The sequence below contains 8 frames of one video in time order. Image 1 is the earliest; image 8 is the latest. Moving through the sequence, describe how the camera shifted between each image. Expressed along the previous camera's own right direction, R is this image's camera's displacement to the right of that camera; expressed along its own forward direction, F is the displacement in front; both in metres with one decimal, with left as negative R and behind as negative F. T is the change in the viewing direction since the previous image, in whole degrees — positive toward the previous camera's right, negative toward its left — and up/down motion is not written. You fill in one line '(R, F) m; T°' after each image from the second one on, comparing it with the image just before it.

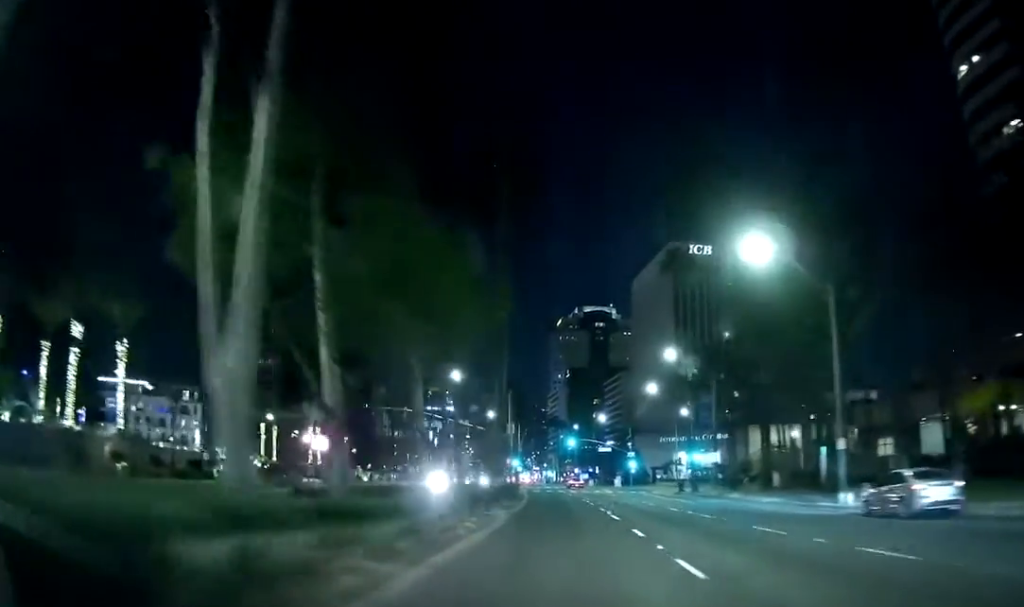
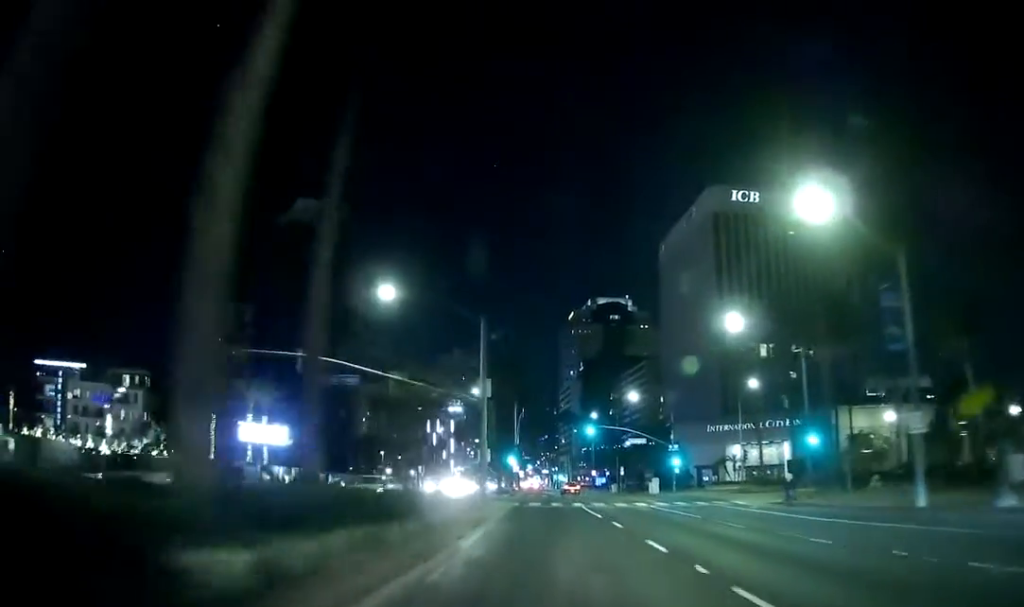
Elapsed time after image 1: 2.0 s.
(-2.1, +34.0) m; -6°
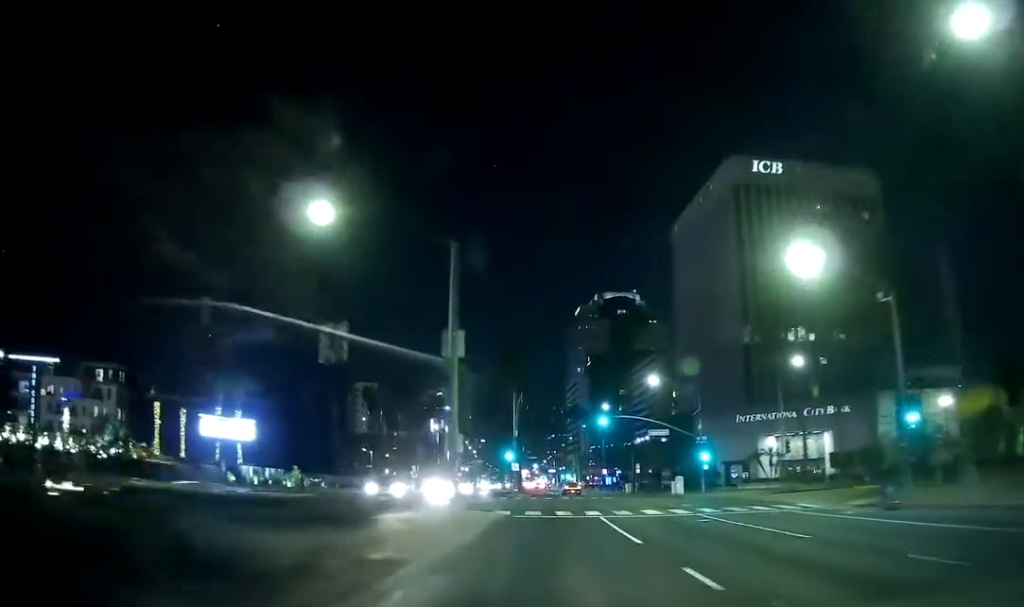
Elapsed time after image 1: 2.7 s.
(-0.1, +13.0) m; 0°
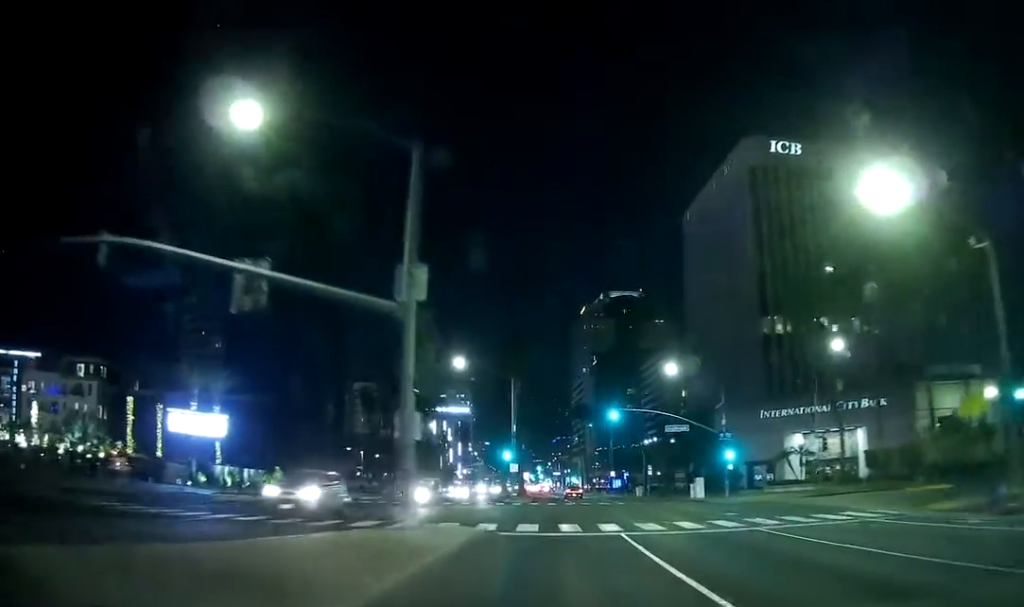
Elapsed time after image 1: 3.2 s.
(0.0, +8.2) m; 0°
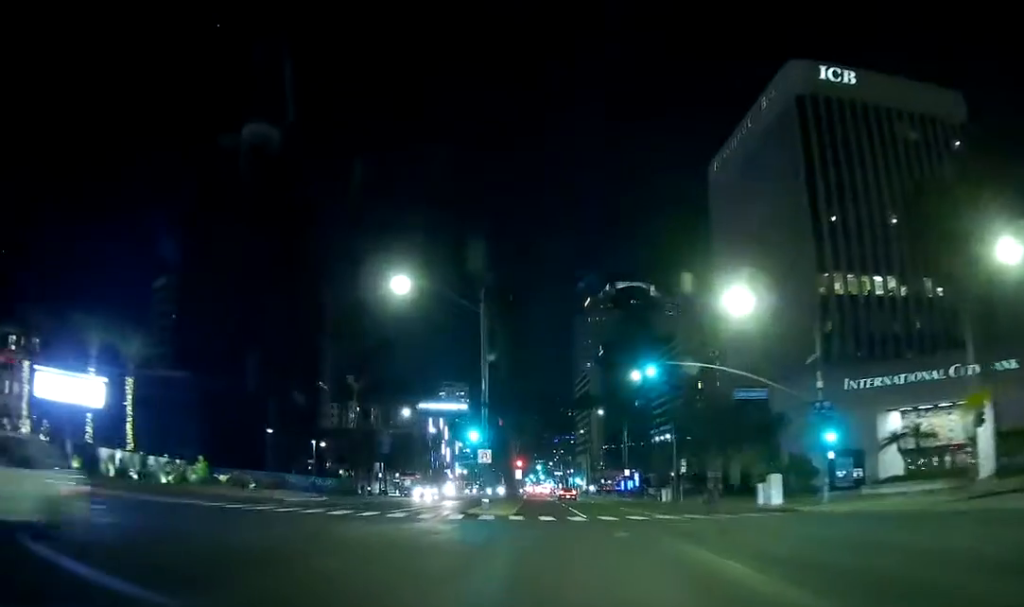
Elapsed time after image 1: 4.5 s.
(+0.1, +23.5) m; 0°
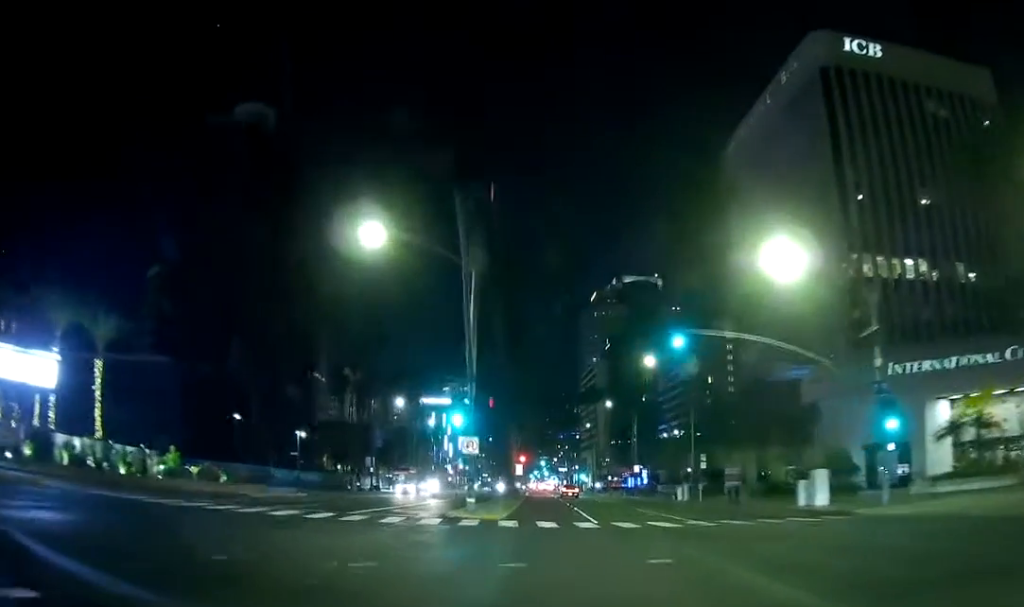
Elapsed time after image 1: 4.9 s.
(0.0, +7.7) m; 0°
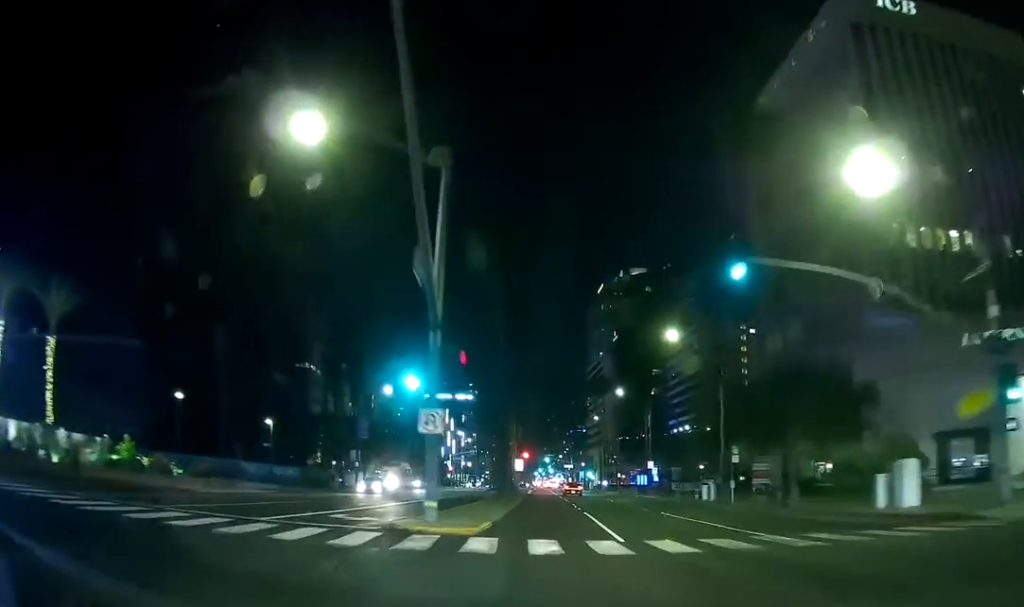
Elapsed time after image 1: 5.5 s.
(0.0, +9.3) m; 0°
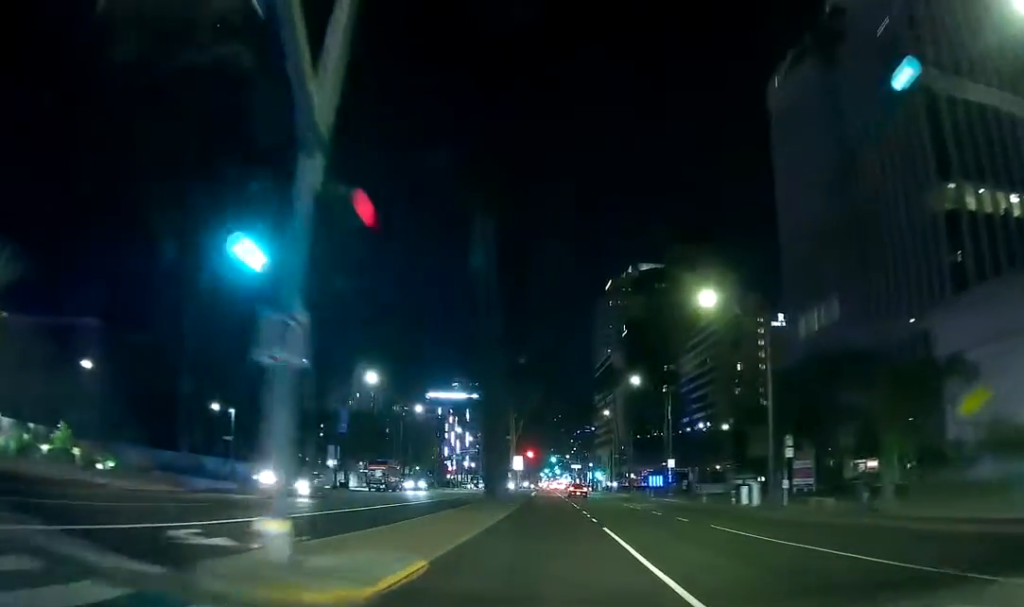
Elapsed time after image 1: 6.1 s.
(0.0, +11.0) m; 0°
